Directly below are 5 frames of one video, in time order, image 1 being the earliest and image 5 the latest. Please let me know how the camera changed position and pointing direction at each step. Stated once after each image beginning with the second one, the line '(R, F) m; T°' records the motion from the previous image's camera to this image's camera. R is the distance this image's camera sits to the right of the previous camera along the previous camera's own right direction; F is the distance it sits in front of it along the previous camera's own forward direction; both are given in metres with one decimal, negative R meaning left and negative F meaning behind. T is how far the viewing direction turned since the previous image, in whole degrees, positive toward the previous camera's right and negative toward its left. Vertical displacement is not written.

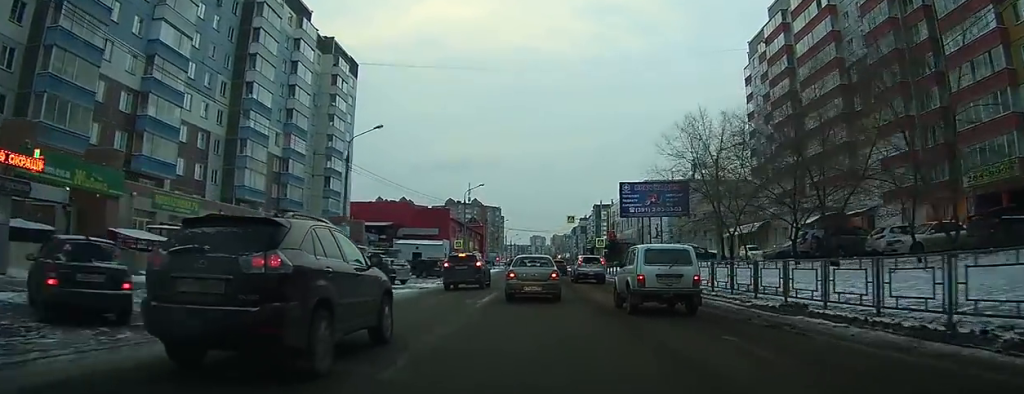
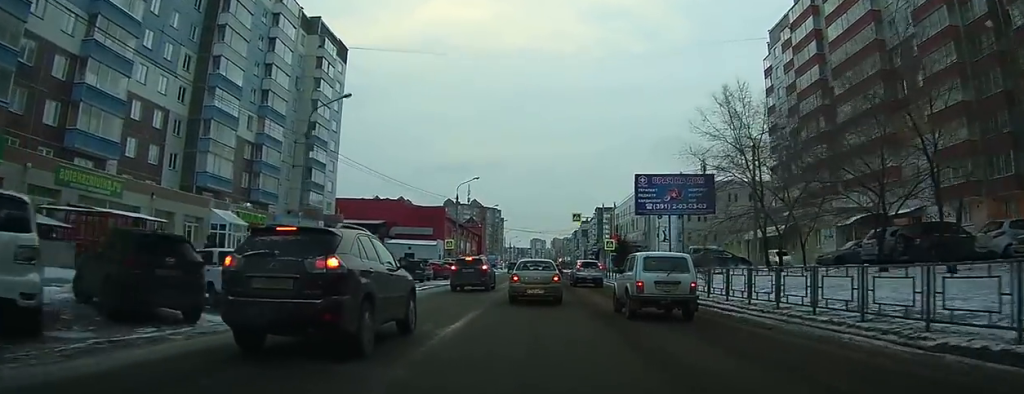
(0.0, +7.5) m; 0°
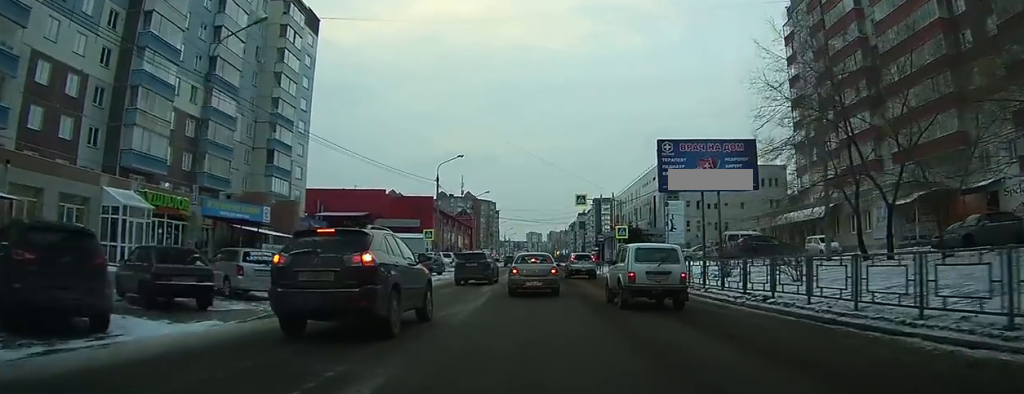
(0.0, +9.9) m; -1°
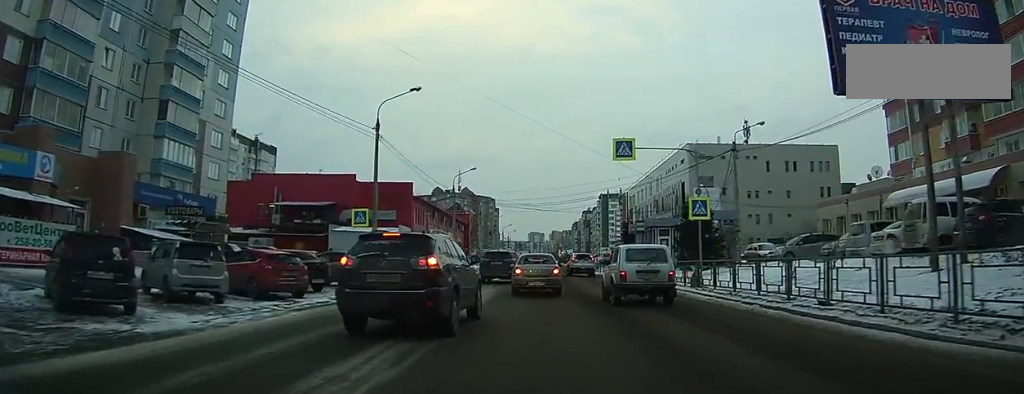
(-0.6, +20.9) m; -1°
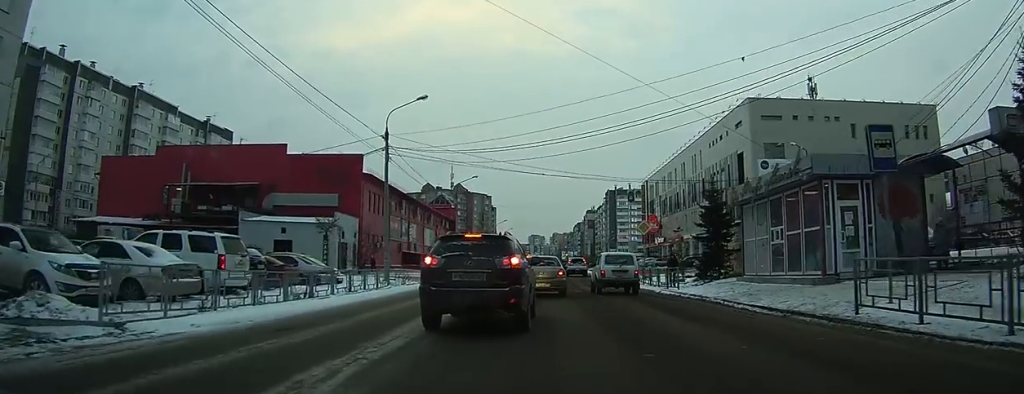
(+1.4, +28.8) m; +5°
